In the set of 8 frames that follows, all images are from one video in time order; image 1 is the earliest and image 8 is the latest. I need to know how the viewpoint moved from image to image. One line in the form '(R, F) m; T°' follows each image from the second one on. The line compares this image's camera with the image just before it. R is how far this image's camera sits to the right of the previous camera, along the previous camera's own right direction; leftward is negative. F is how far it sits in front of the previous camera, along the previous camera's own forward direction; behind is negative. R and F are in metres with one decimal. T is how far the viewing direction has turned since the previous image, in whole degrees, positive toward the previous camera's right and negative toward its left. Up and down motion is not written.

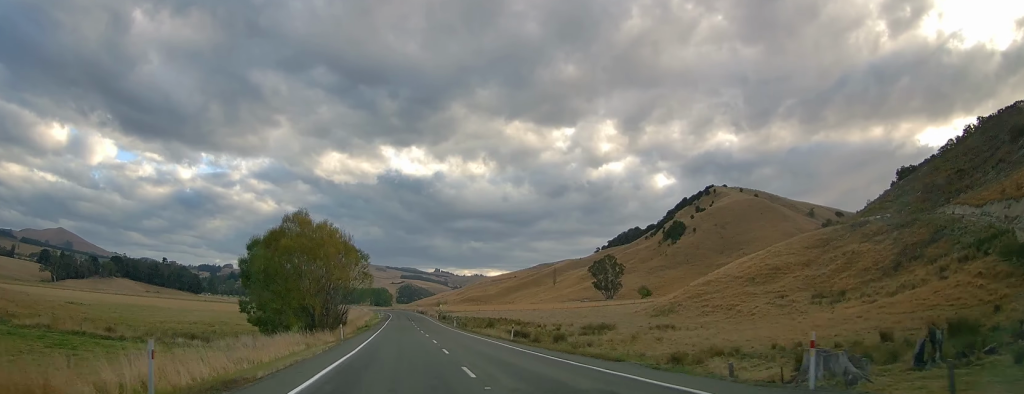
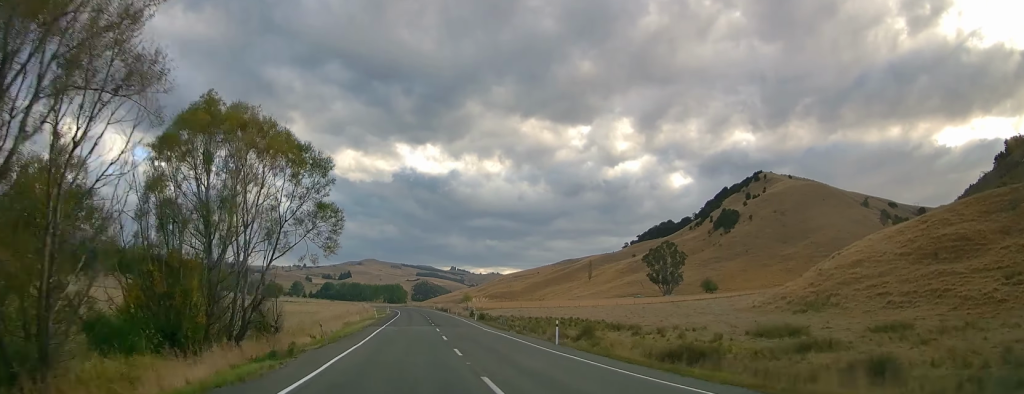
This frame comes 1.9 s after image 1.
(-1.1, +53.9) m; -1°
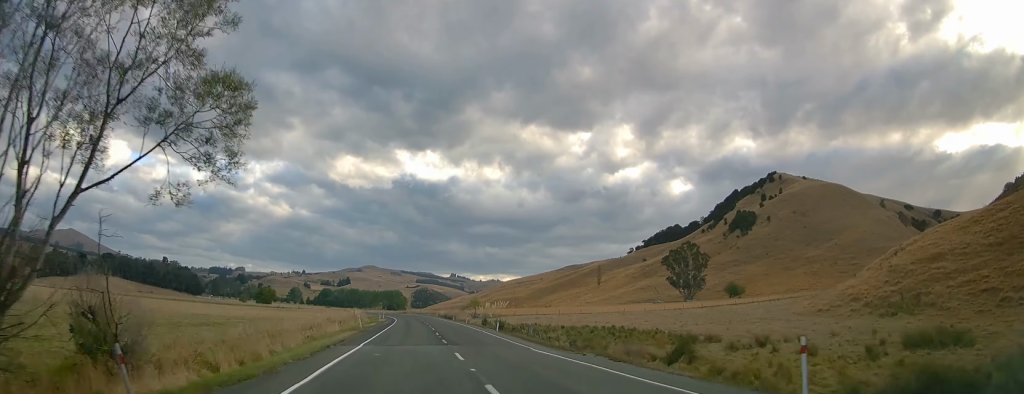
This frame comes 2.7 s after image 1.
(+0.2, +20.5) m; 0°
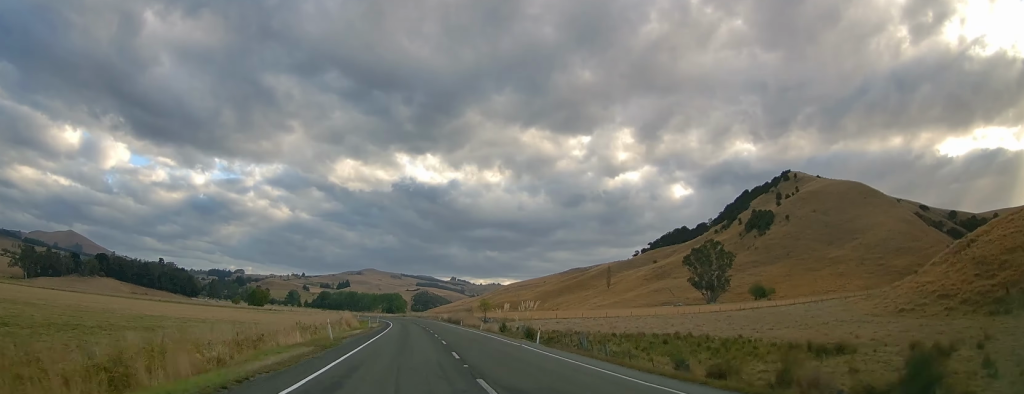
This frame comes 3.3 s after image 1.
(0.0, +18.7) m; 0°
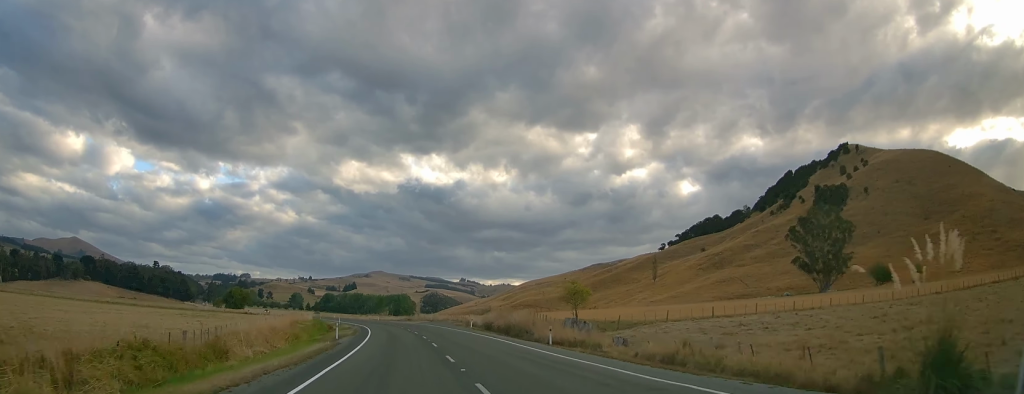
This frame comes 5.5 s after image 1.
(-0.3, +60.0) m; 0°
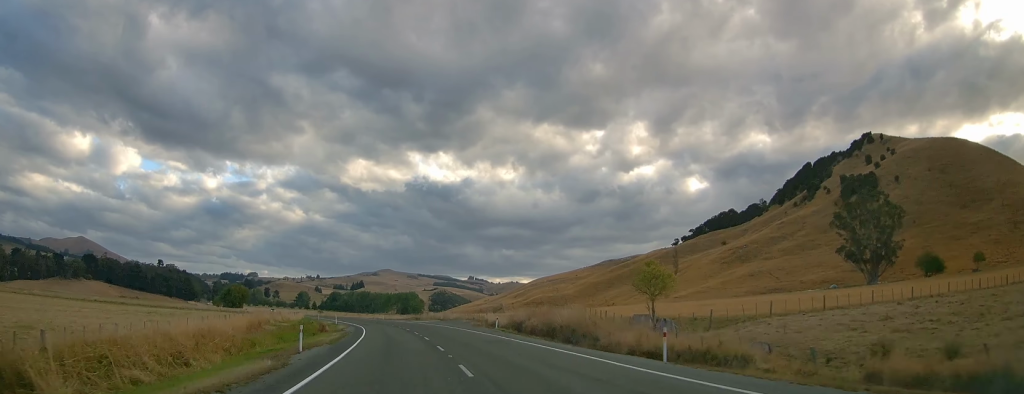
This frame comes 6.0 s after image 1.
(+0.1, +16.0) m; 0°
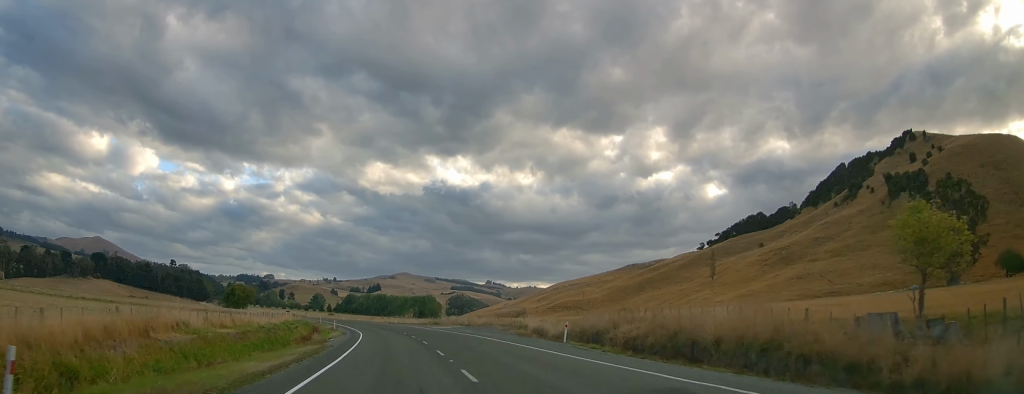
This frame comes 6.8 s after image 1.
(-0.2, +20.8) m; -1°
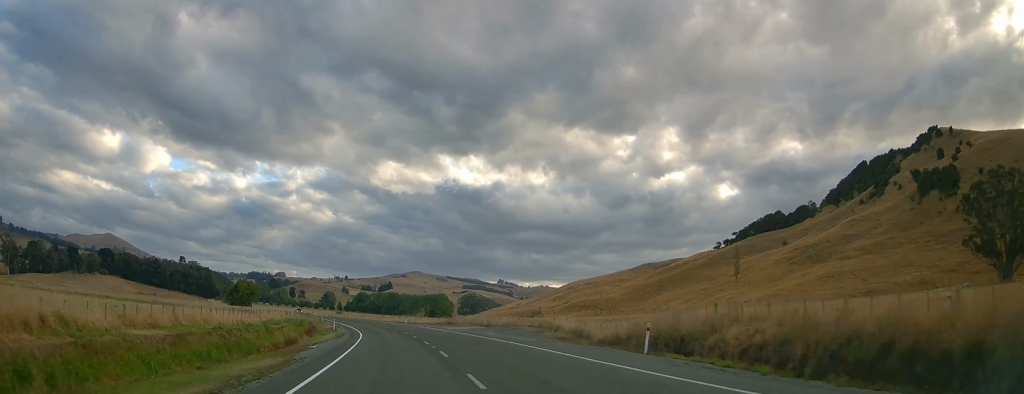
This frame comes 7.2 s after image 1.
(-0.1, +11.3) m; -1°
